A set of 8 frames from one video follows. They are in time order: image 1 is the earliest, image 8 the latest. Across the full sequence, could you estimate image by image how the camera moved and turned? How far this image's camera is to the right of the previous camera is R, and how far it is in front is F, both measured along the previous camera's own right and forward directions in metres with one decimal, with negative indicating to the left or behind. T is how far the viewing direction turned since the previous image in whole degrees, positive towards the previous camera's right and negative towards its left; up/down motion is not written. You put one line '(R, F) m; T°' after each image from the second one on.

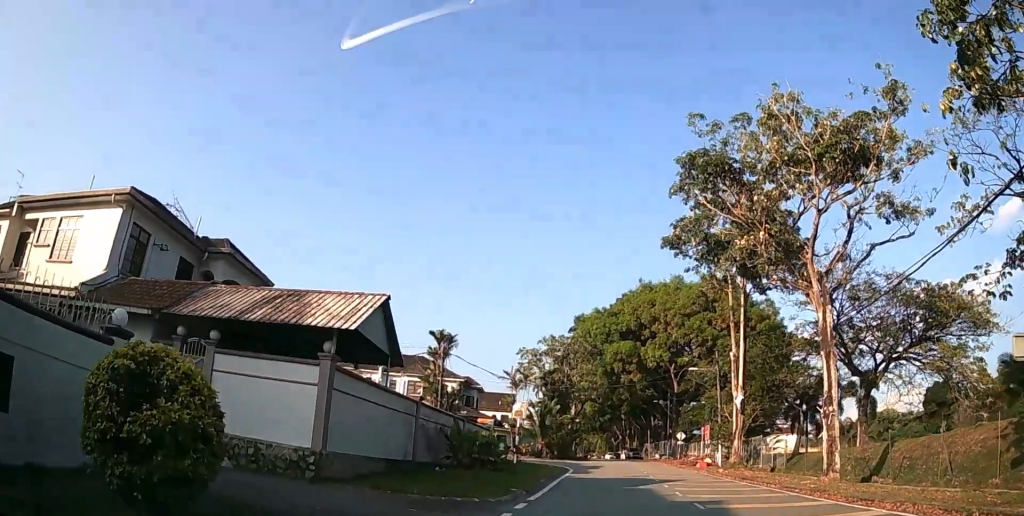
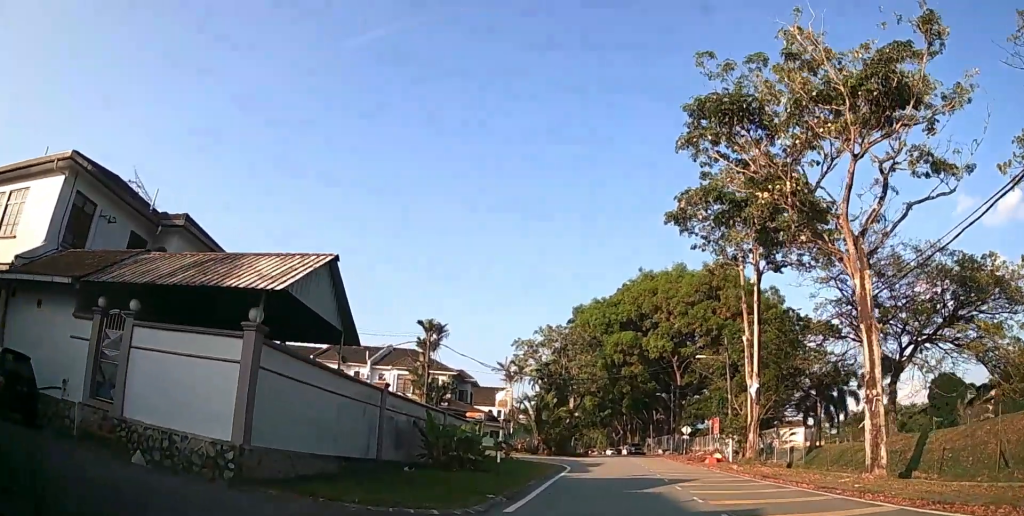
(0.0, +3.0) m; 0°
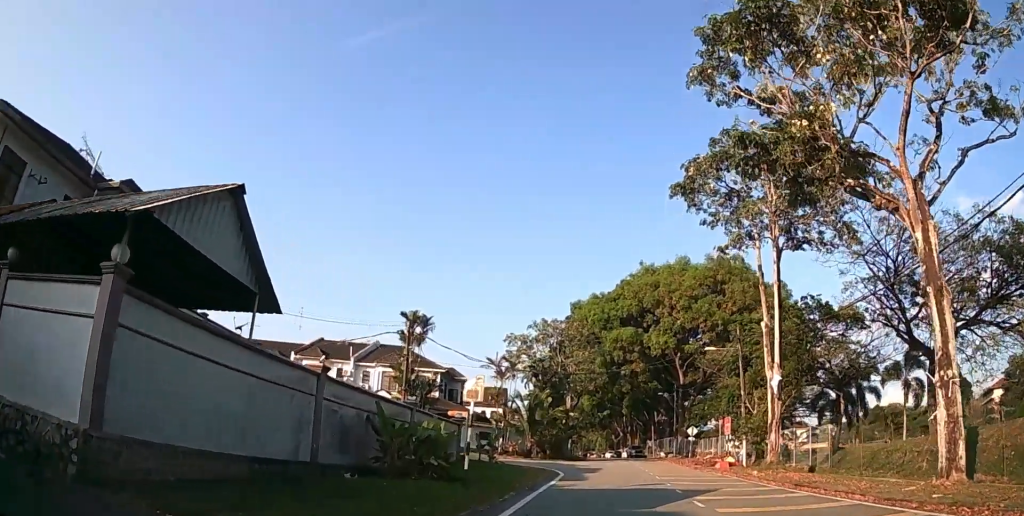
(0.0, +3.8) m; 0°
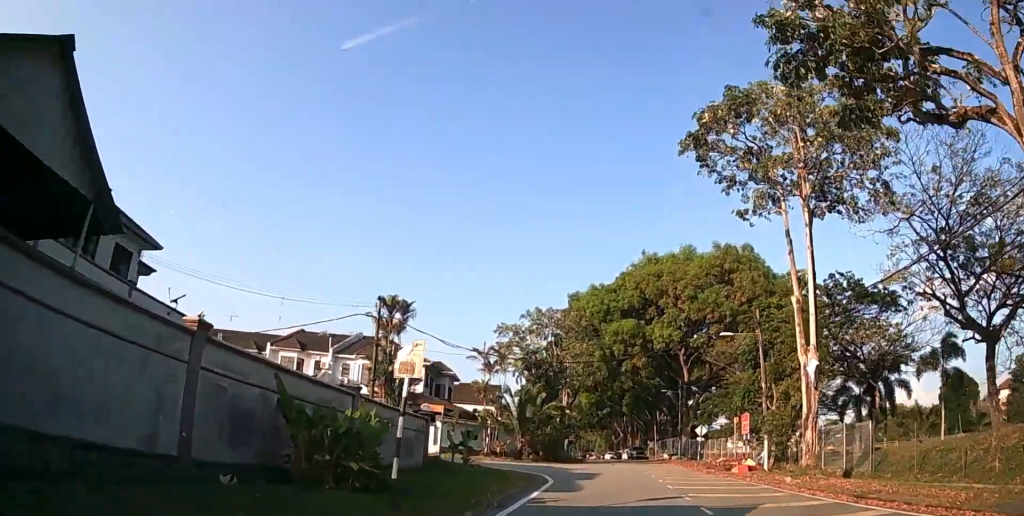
(0.0, +4.3) m; 0°
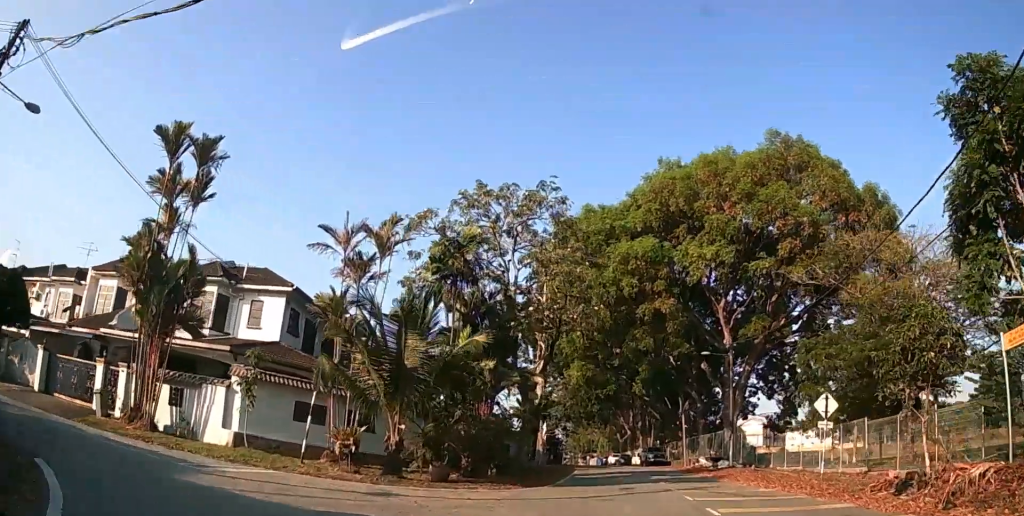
(0.0, +22.5) m; 0°
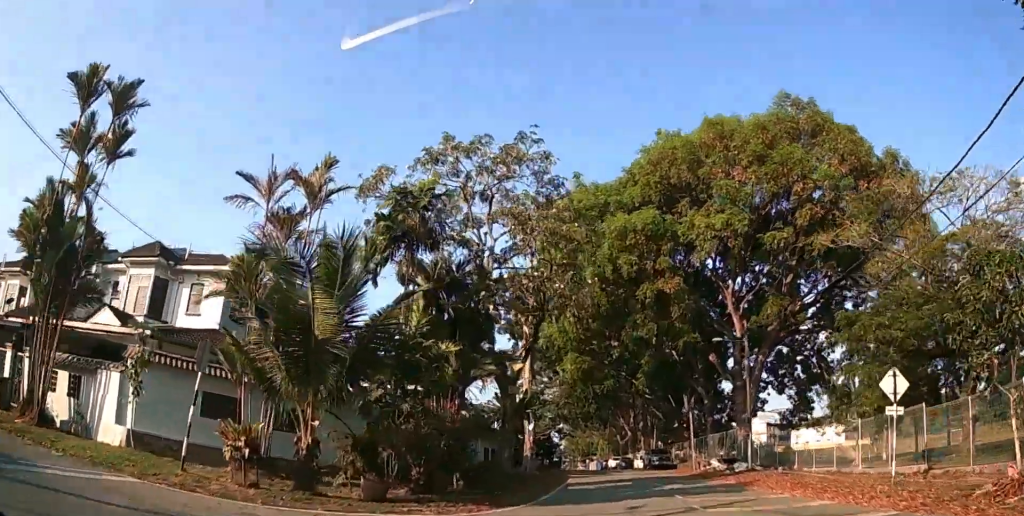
(0.0, +4.5) m; 0°
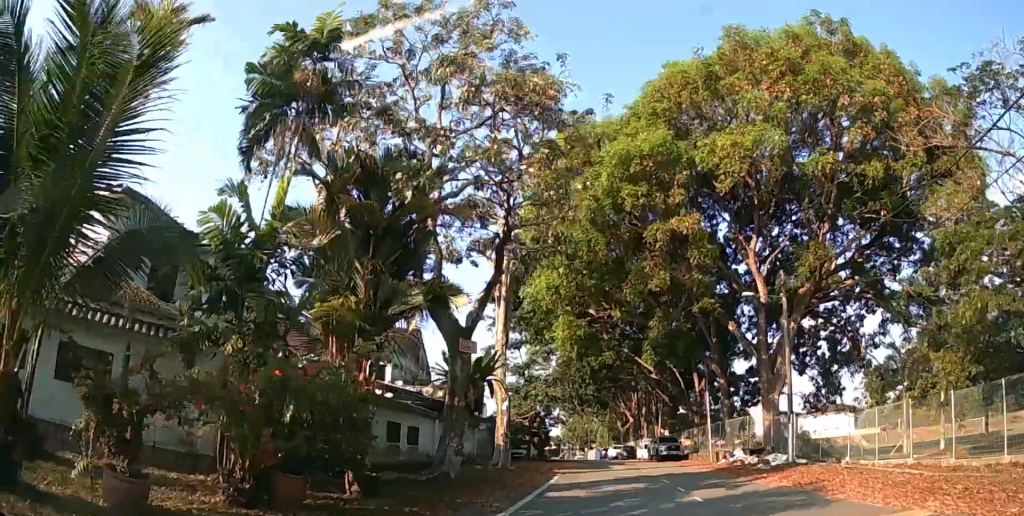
(0.0, +6.6) m; -1°
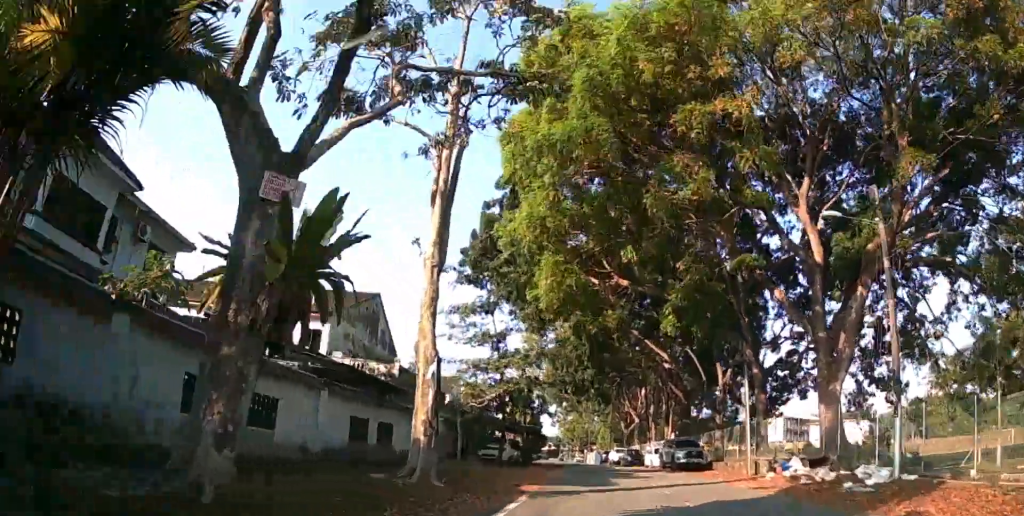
(-0.1, +9.0) m; -1°
